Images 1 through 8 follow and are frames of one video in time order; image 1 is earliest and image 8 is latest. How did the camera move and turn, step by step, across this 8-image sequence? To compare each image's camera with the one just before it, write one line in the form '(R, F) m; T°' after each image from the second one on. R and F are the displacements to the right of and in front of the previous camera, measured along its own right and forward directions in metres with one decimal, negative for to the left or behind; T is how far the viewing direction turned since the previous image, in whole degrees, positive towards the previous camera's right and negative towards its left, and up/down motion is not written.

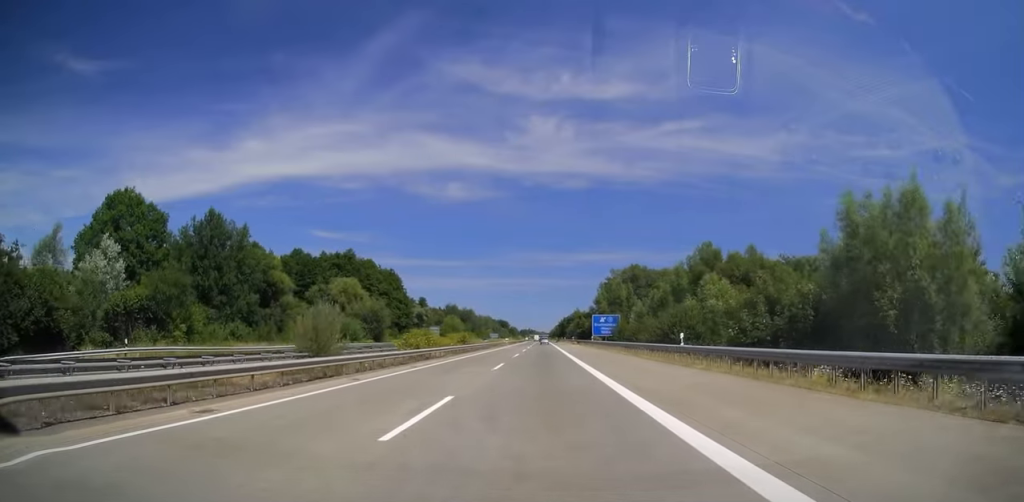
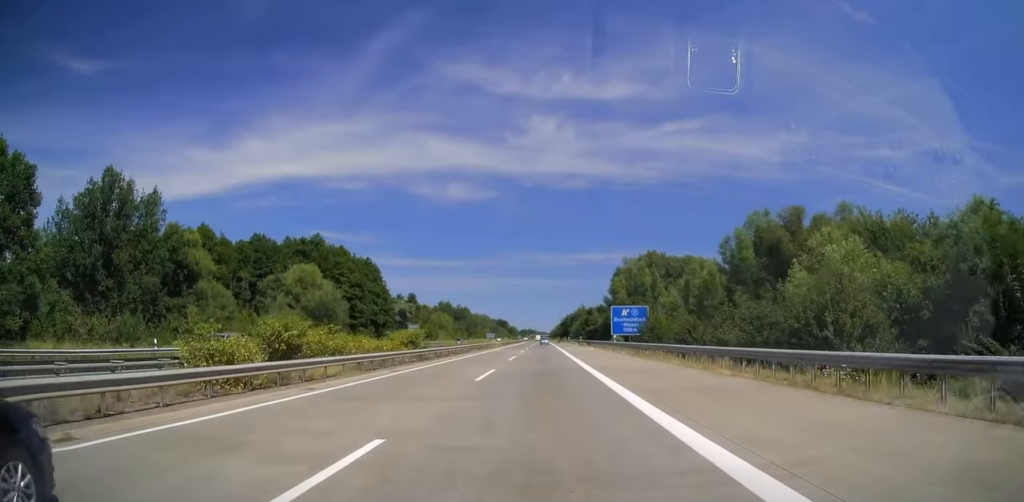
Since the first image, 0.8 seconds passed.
(-0.2, +24.3) m; 0°
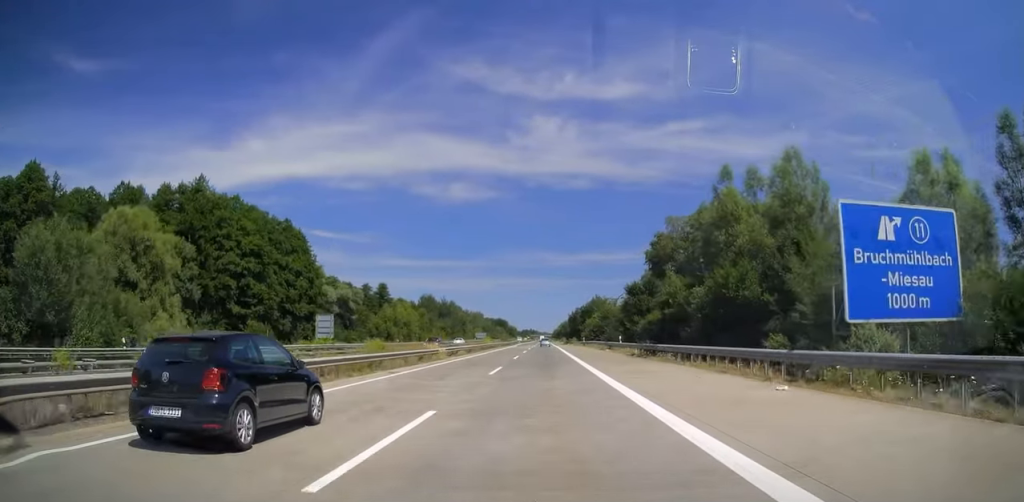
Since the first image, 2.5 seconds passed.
(0.0, +51.1) m; 0°
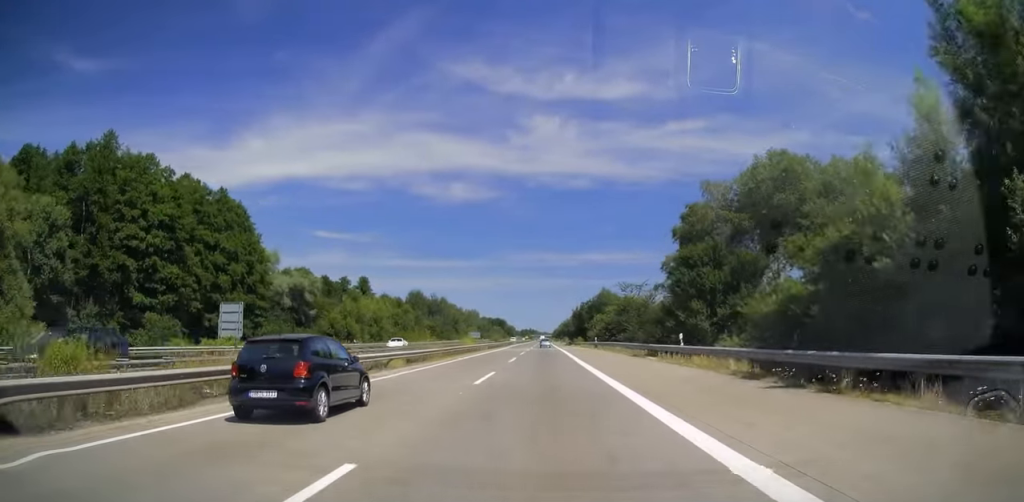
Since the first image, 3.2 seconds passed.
(0.0, +22.8) m; 0°
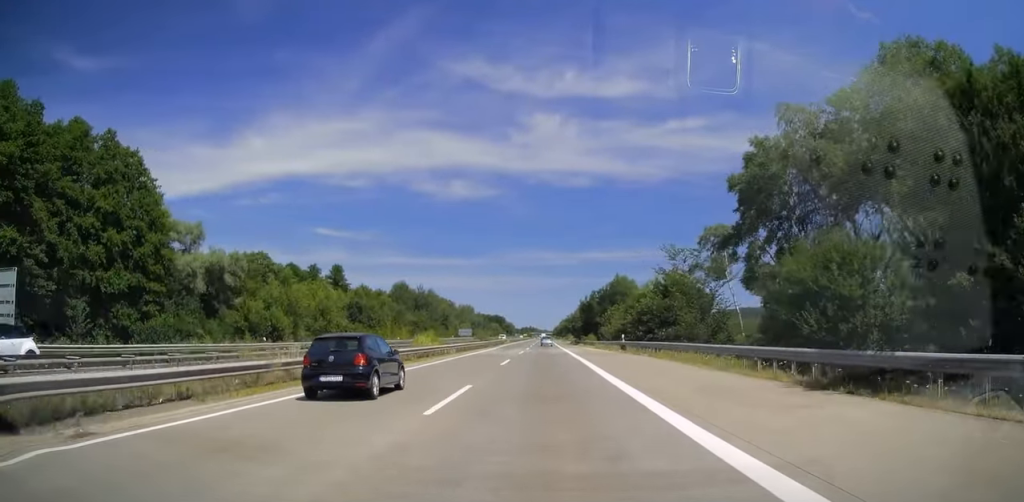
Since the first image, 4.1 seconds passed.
(0.0, +25.8) m; 0°
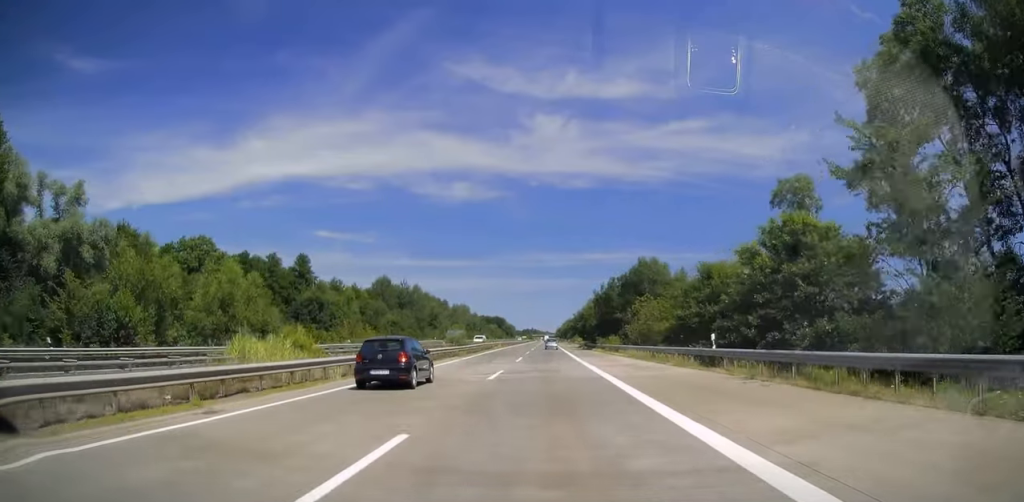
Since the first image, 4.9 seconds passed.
(0.0, +26.3) m; 0°
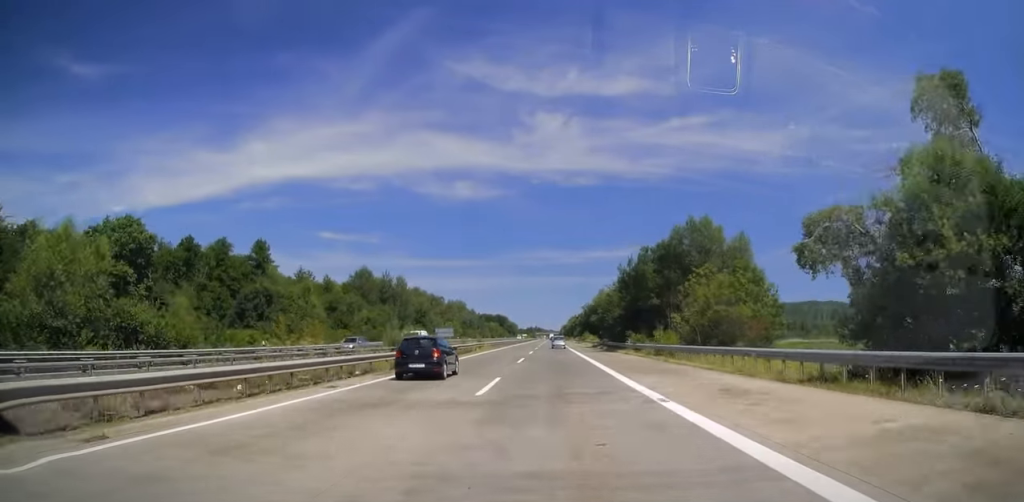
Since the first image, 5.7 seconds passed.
(0.0, +23.8) m; 0°
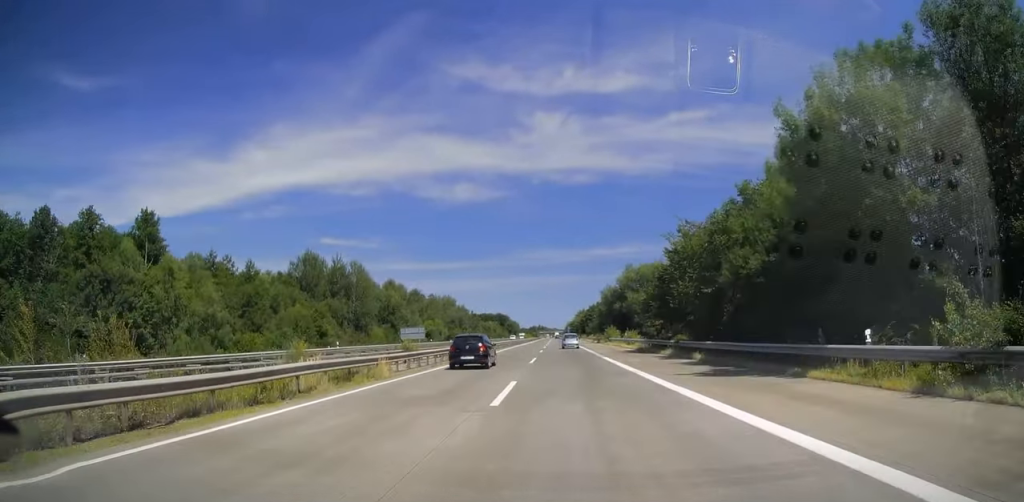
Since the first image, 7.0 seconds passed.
(-0.1, +39.0) m; 0°
